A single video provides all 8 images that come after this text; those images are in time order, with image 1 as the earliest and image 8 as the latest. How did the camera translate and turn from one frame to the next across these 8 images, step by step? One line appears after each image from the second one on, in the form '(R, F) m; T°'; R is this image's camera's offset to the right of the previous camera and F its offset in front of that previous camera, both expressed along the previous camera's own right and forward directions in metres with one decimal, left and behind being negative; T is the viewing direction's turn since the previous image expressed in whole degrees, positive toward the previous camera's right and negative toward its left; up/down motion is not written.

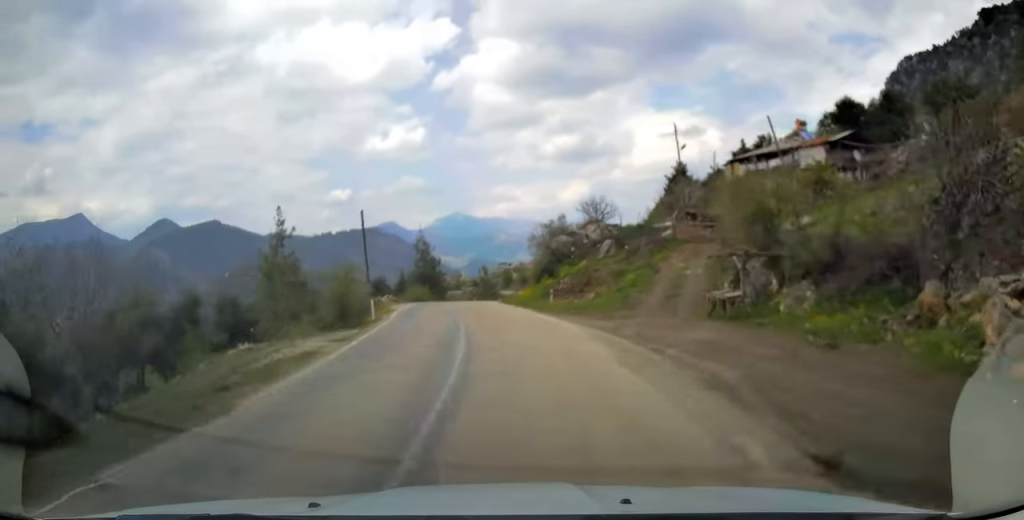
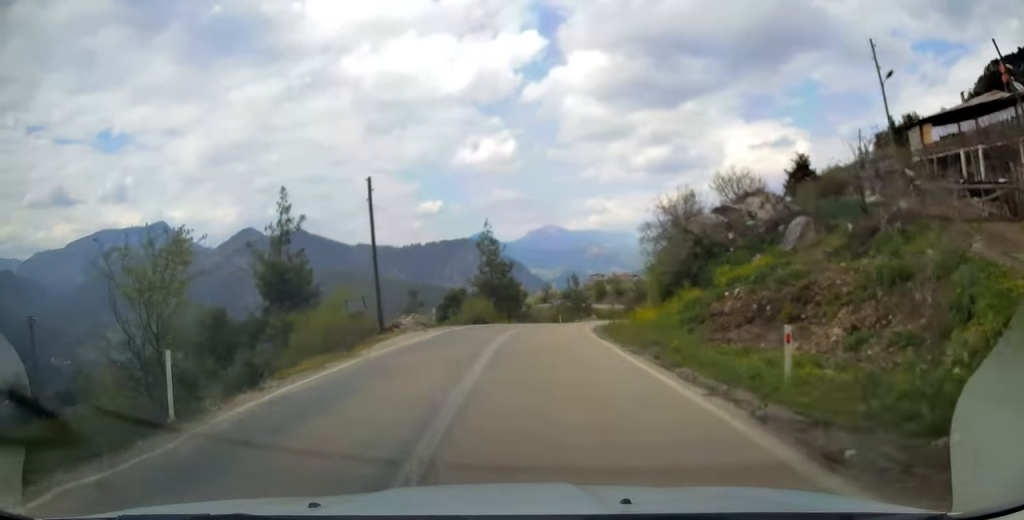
(-1.7, +19.8) m; -7°
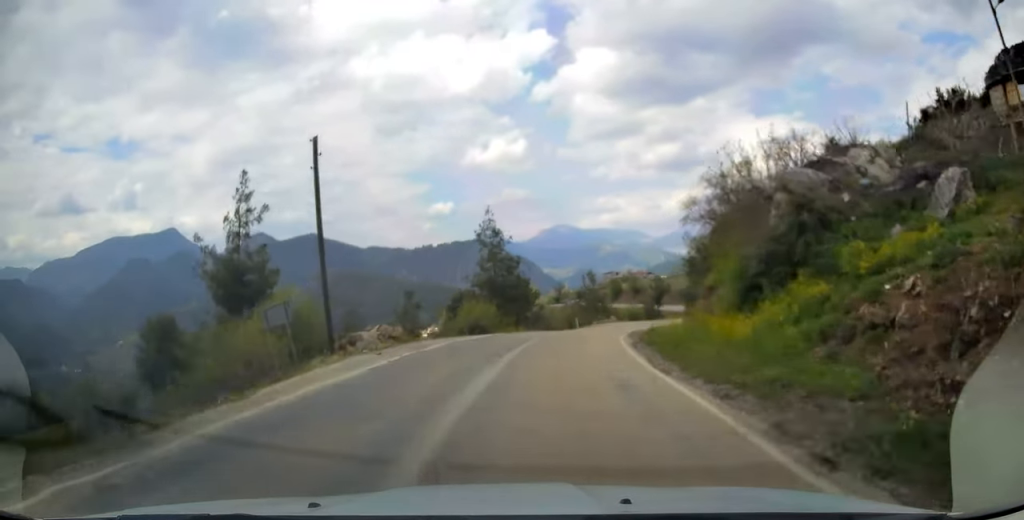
(-0.3, +8.9) m; -2°
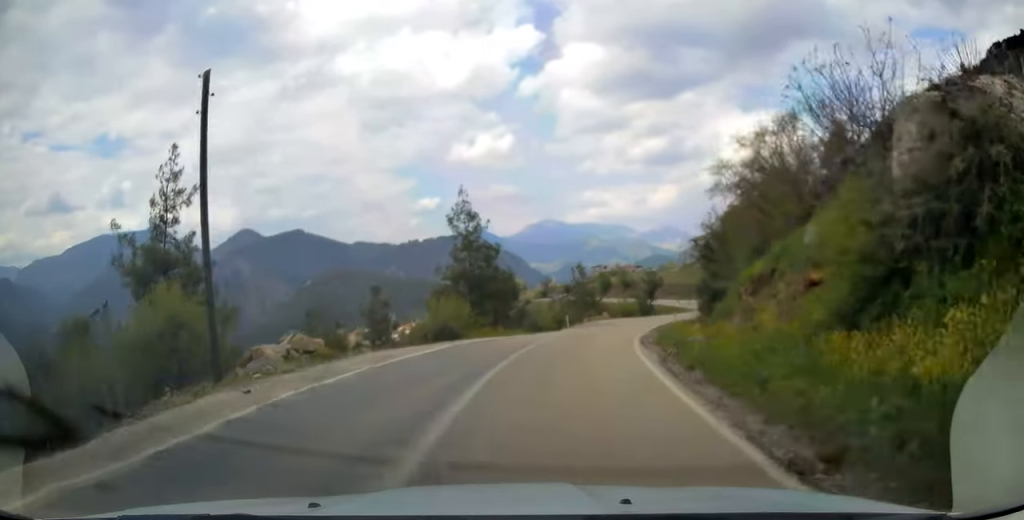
(0.0, +7.2) m; +2°
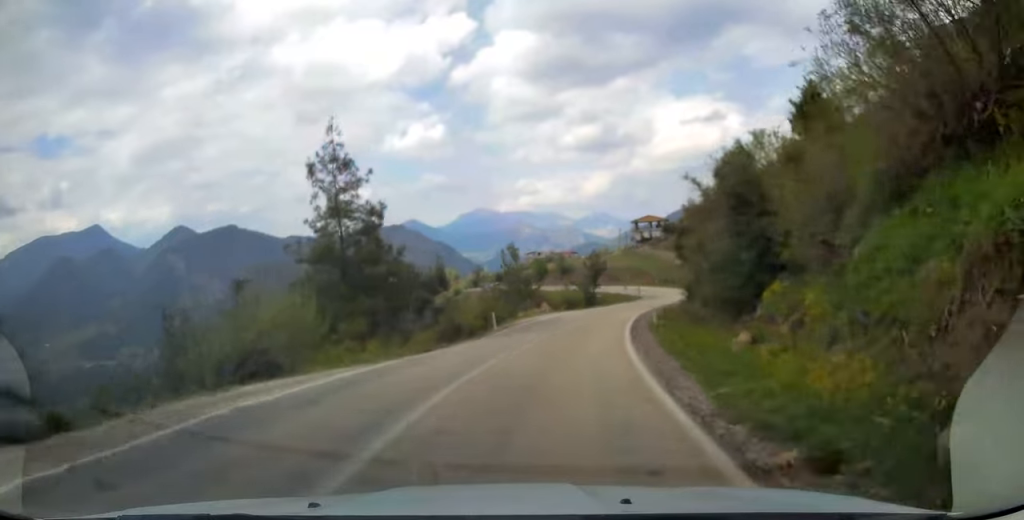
(+0.2, +14.3) m; +4°
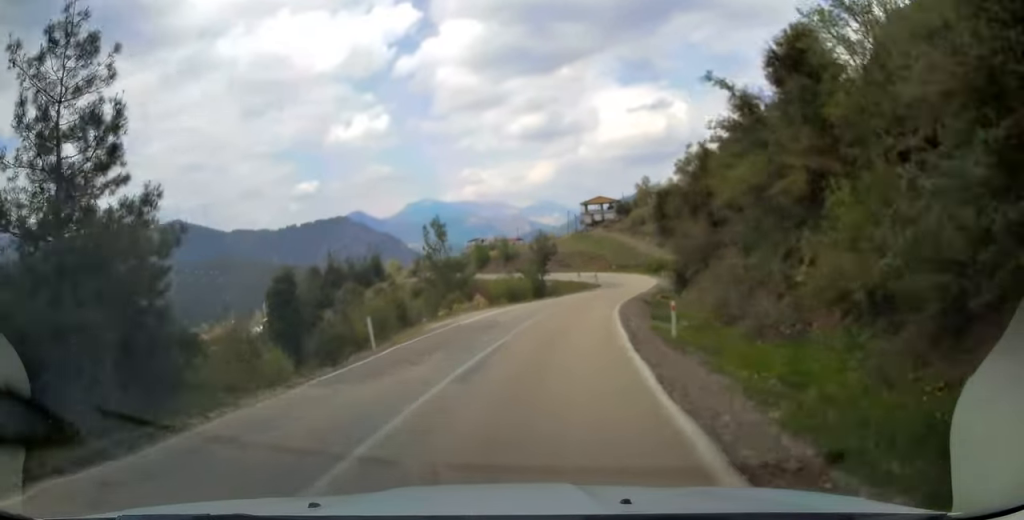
(+0.7, +14.1) m; +6°
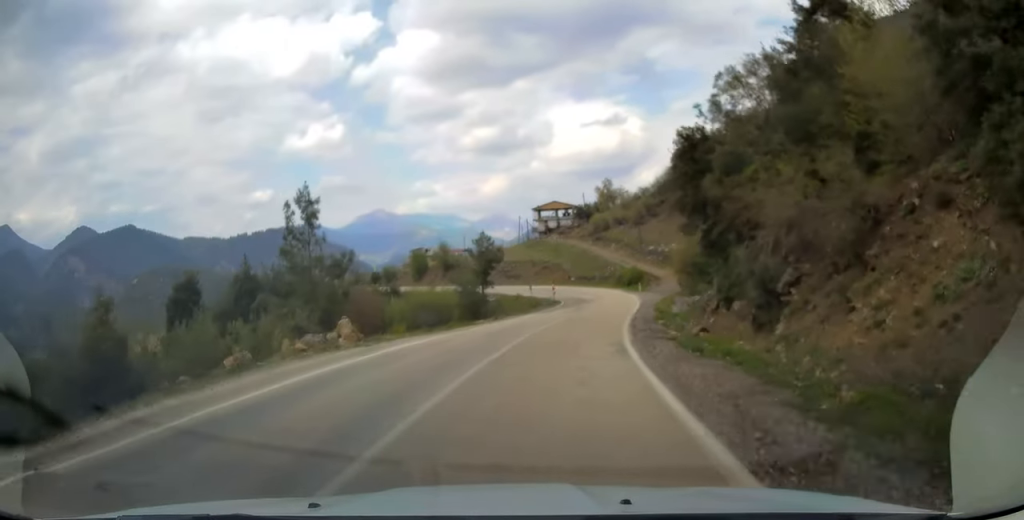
(+1.5, +18.5) m; +8°
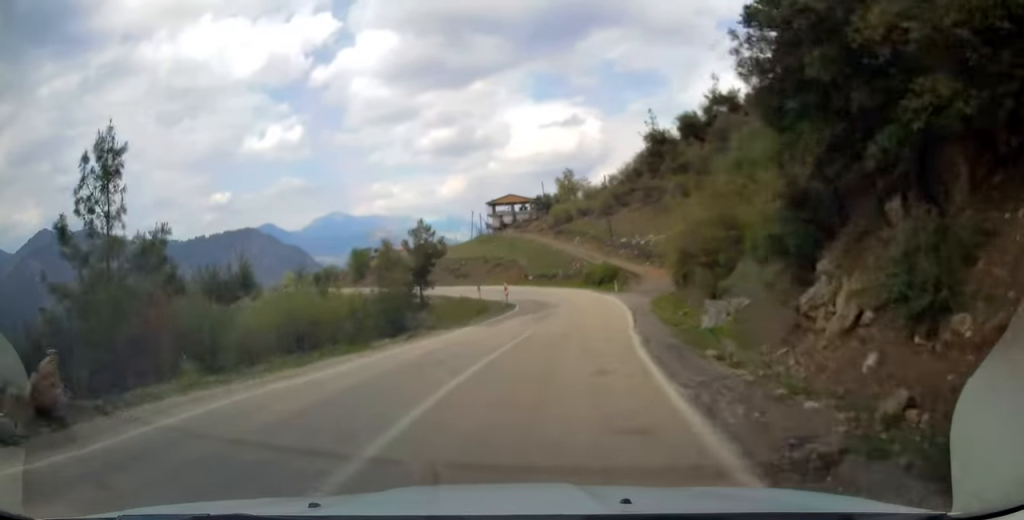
(+0.5, +12.8) m; +3°
